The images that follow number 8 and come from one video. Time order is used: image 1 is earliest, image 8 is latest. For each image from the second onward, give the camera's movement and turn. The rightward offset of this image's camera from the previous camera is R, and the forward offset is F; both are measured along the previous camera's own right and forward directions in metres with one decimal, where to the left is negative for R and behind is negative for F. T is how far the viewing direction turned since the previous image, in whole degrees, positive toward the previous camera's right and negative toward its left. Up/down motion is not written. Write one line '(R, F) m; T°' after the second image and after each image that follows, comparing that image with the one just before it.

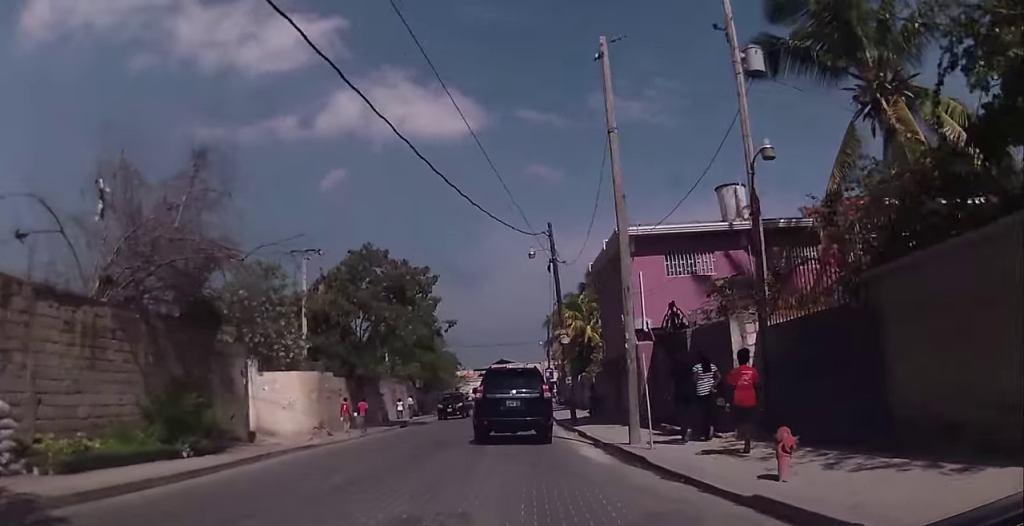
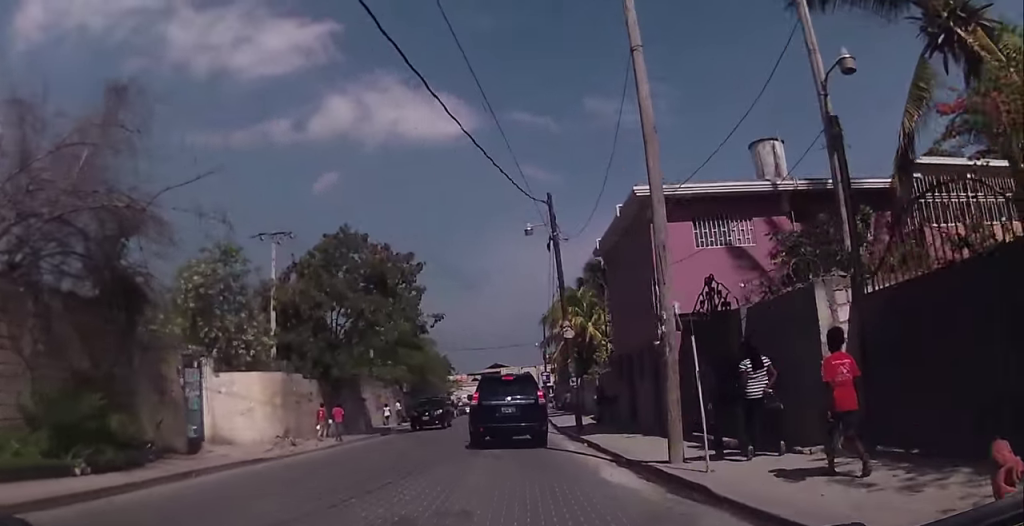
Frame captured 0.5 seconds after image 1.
(+0.1, +3.7) m; 0°
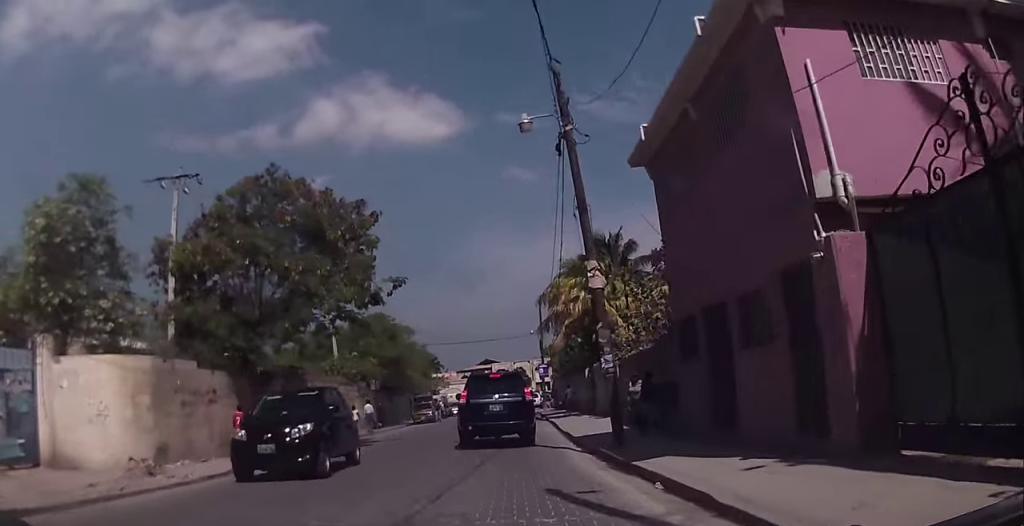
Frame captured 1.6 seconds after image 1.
(-0.1, +8.9) m; -3°
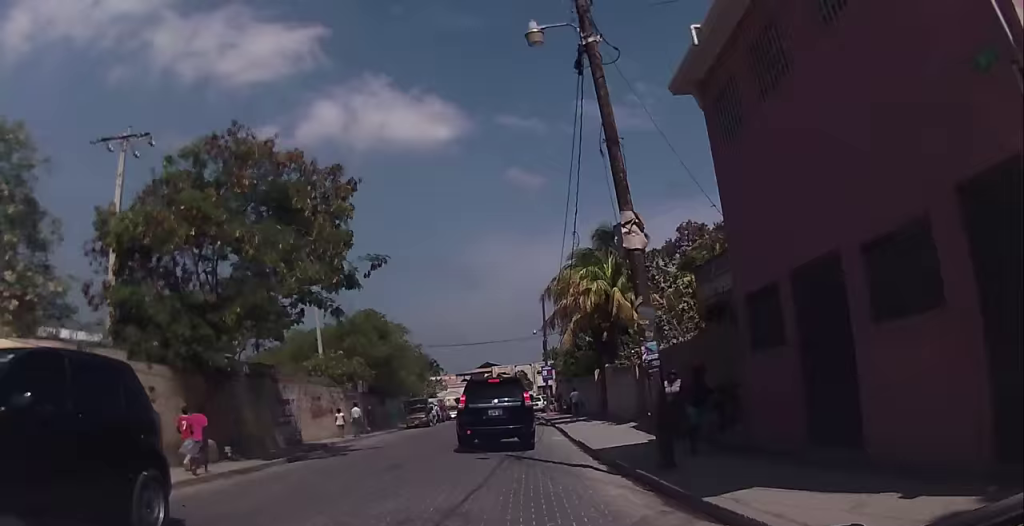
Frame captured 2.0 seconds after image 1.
(0.0, +3.7) m; 0°
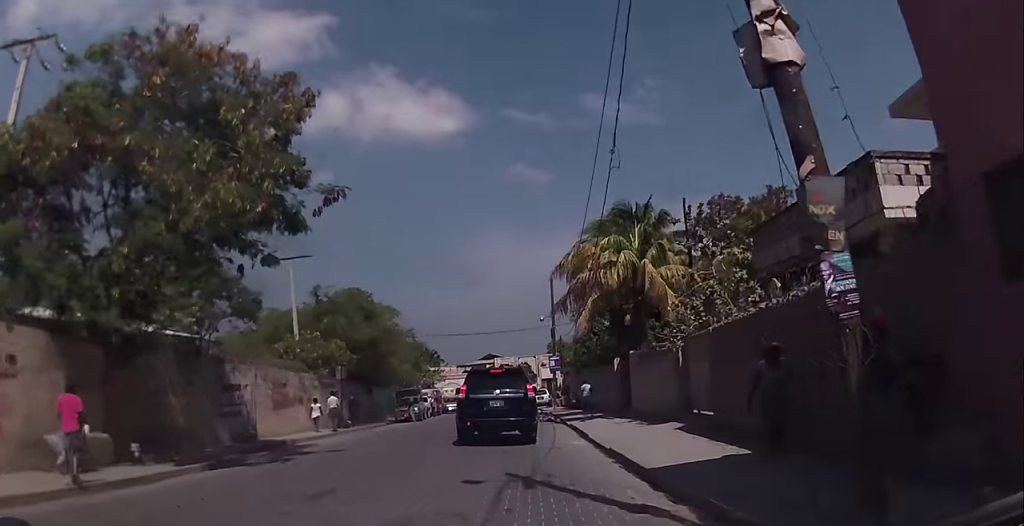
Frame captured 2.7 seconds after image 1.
(-0.2, +5.2) m; +1°
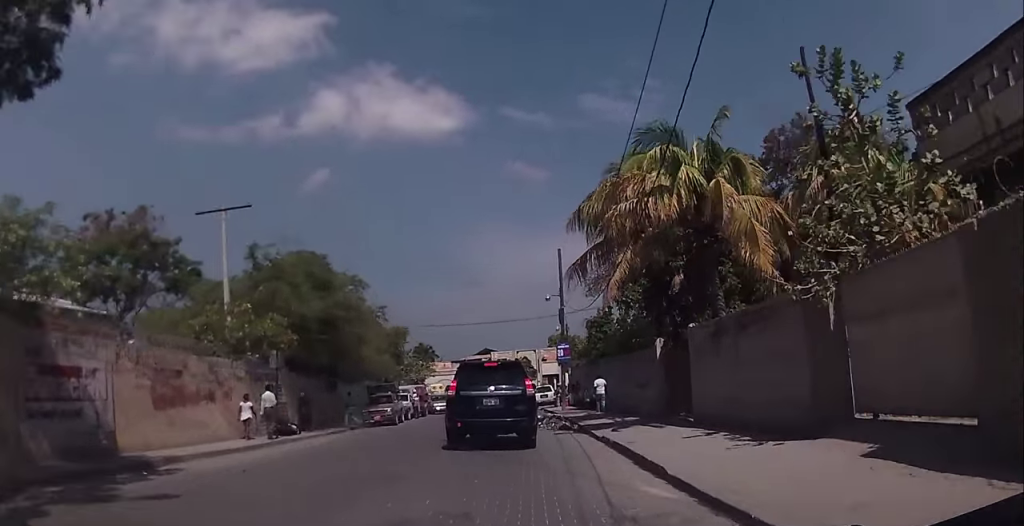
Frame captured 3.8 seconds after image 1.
(+0.4, +8.4) m; +2°
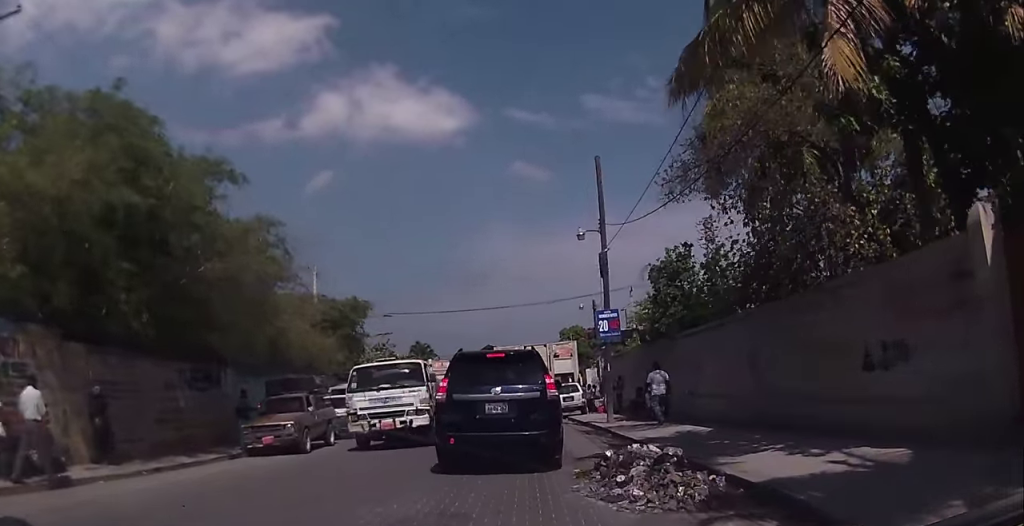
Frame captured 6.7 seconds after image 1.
(-0.2, +15.8) m; +1°
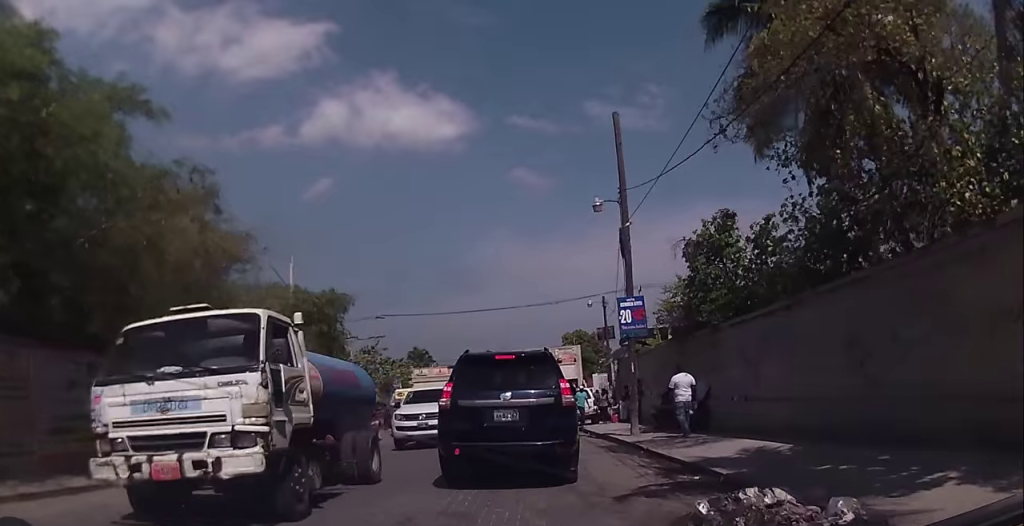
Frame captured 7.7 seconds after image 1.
(0.0, +4.1) m; 0°
